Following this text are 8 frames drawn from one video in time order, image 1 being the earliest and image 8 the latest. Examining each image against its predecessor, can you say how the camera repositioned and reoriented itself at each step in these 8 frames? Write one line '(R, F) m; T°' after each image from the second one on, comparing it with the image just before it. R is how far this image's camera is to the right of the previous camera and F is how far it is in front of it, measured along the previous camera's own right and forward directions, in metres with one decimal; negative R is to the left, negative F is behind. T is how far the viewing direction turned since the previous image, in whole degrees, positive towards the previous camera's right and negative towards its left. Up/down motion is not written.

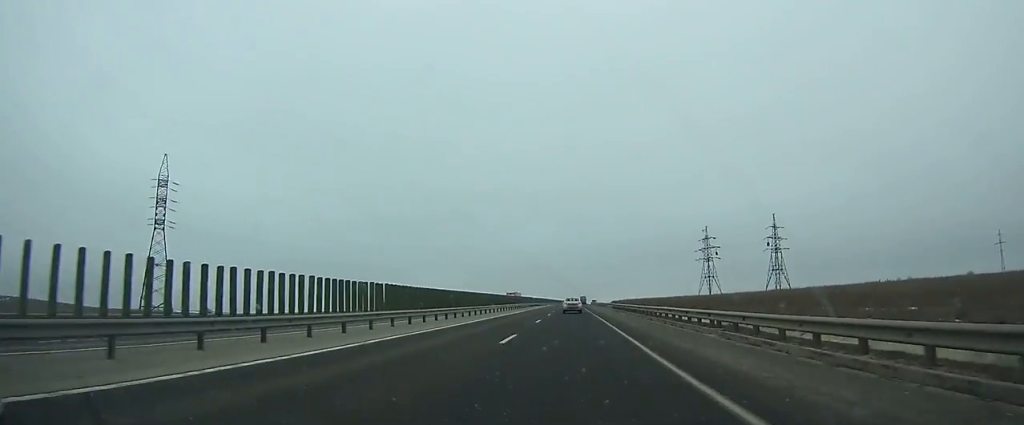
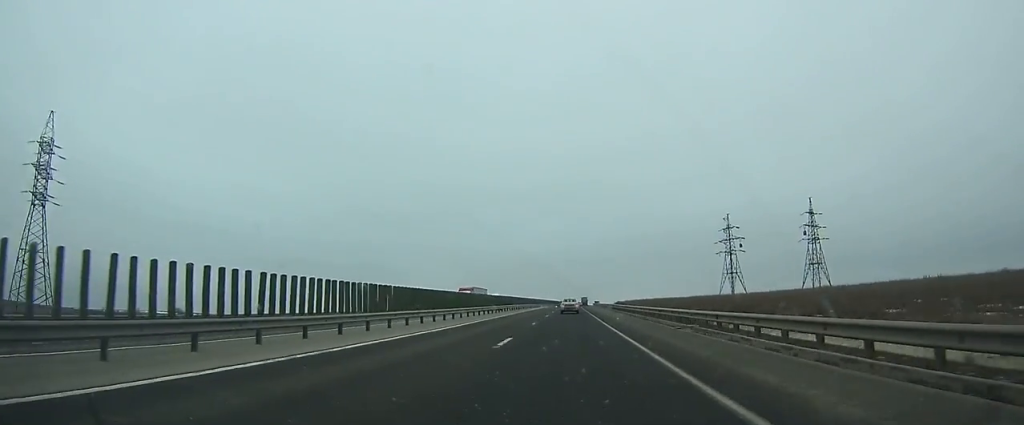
(0.0, +29.2) m; 0°
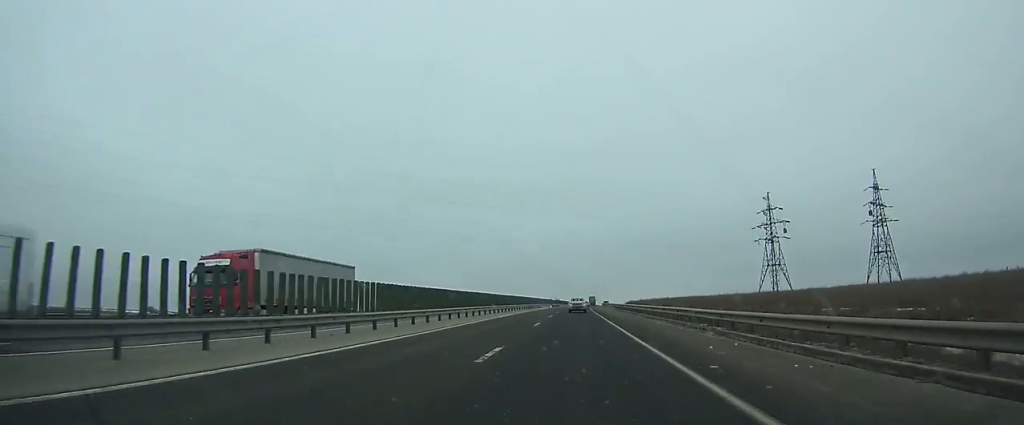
(-0.1, +32.5) m; 0°
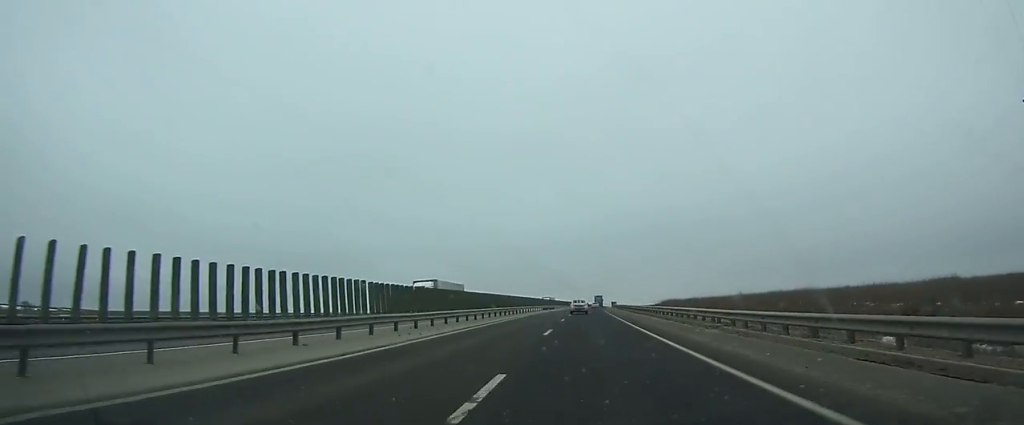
(+0.5, +94.9) m; +1°
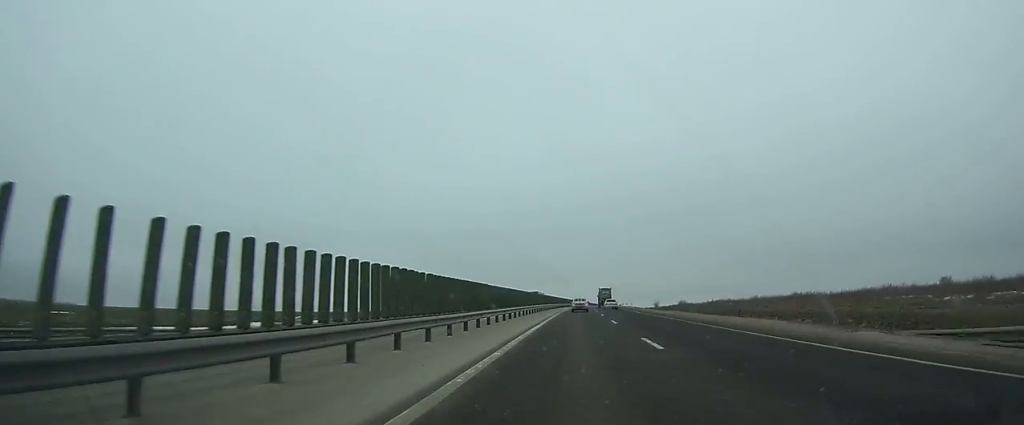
(+2.6, +132.2) m; +3°
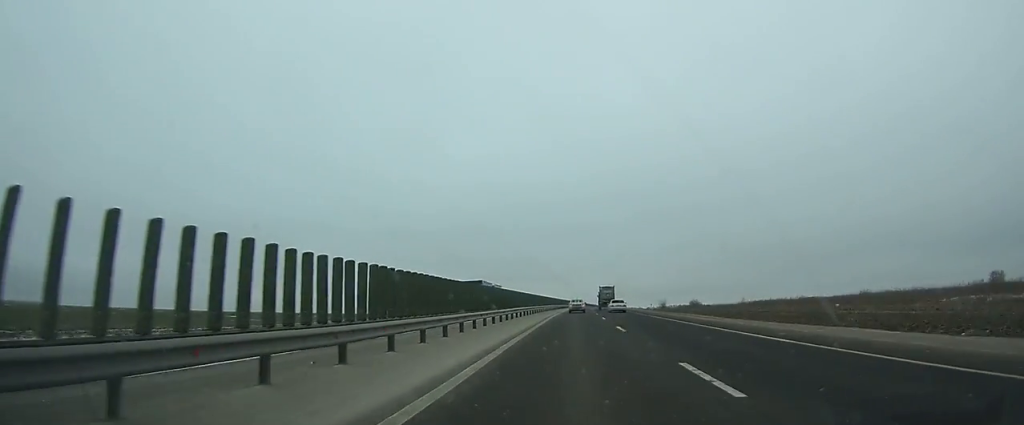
(+0.4, +38.7) m; +1°
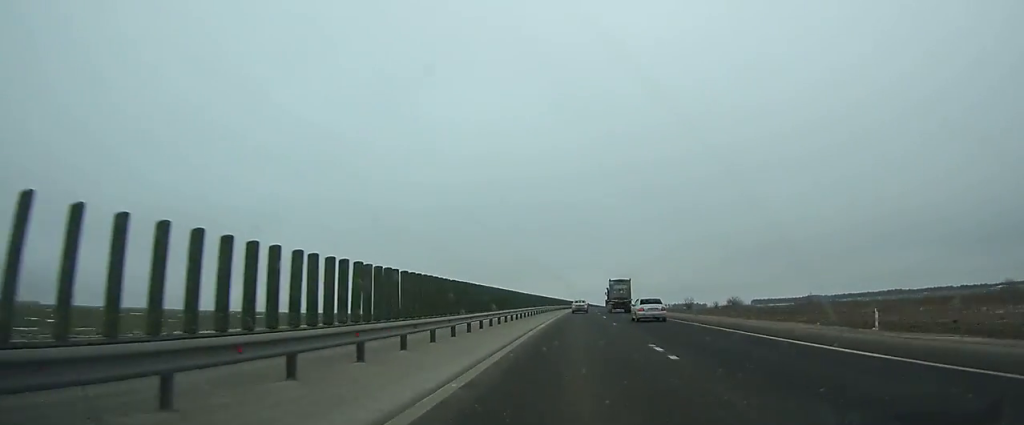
(+1.0, +58.8) m; +1°
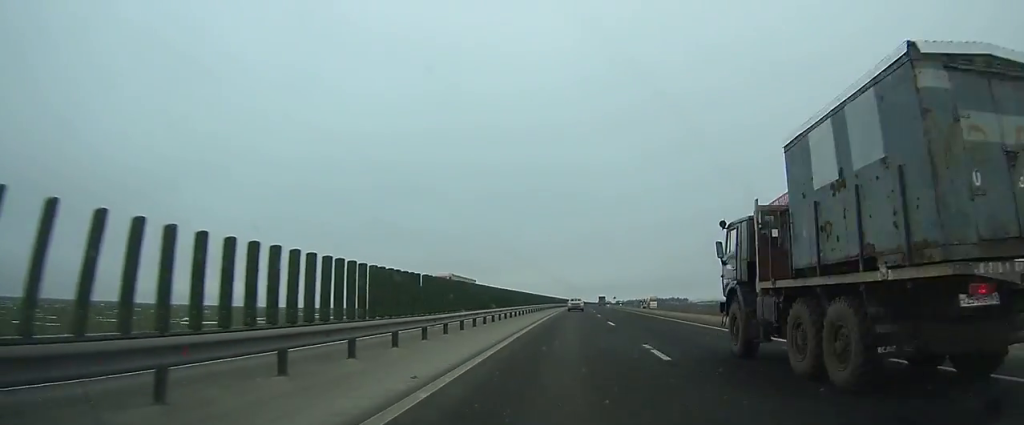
(+3.0, +128.2) m; +3°
